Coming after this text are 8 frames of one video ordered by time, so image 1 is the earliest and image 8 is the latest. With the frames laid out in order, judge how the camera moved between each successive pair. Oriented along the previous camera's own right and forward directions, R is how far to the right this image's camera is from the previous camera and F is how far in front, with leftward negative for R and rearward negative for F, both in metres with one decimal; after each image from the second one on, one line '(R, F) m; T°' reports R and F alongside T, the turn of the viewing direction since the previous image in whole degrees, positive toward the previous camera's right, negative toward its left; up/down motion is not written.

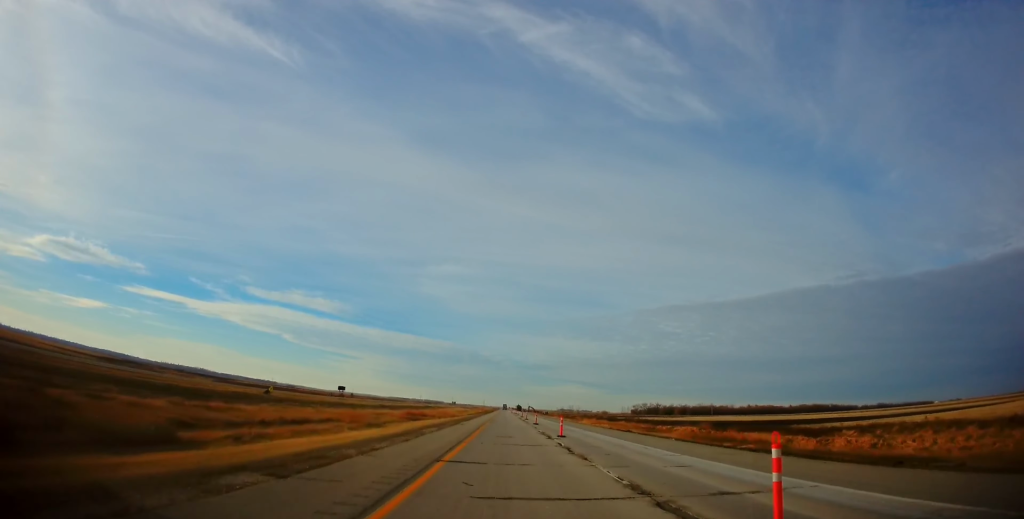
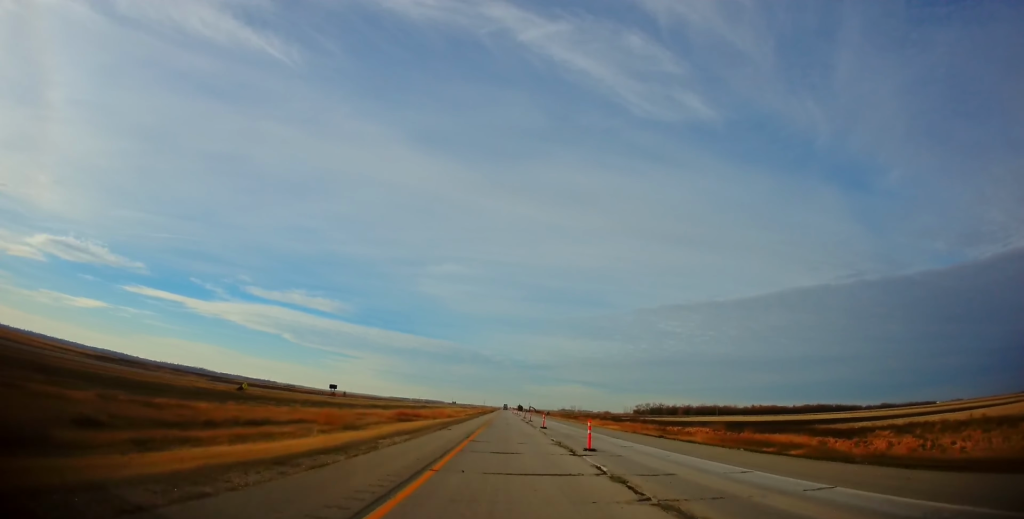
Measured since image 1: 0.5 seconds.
(0.0, +9.5) m; 0°
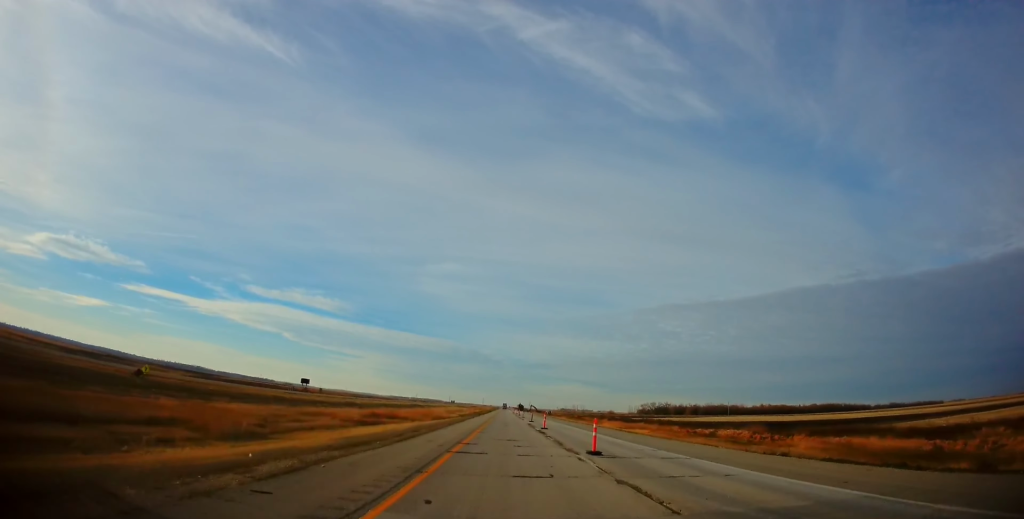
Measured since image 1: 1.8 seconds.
(+0.1, +24.1) m; 0°
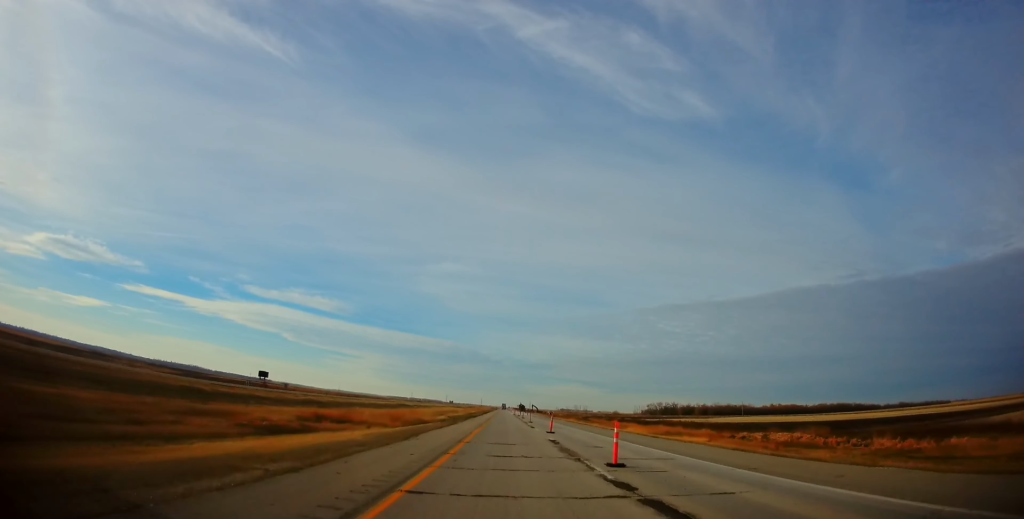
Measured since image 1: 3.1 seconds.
(0.0, +26.0) m; -1°
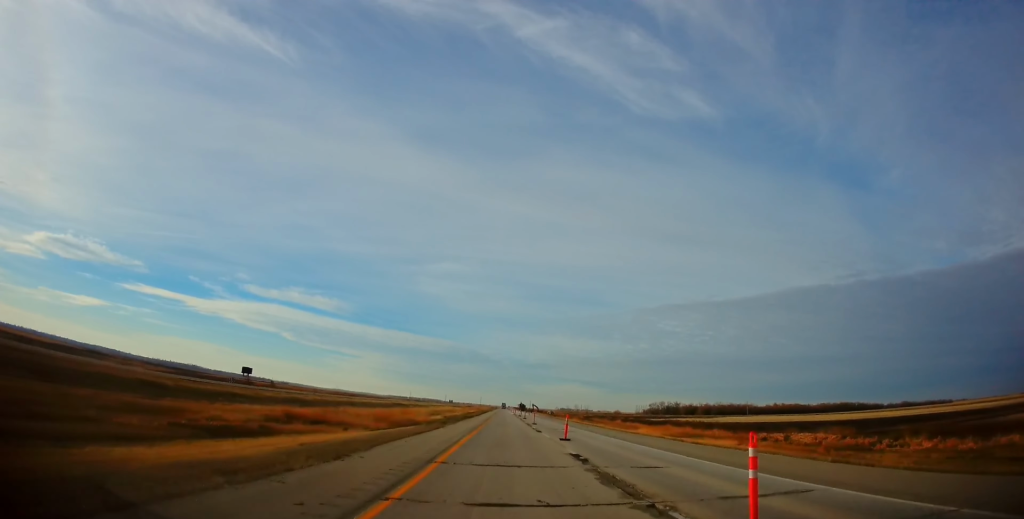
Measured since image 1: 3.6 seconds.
(-0.1, +8.1) m; 0°
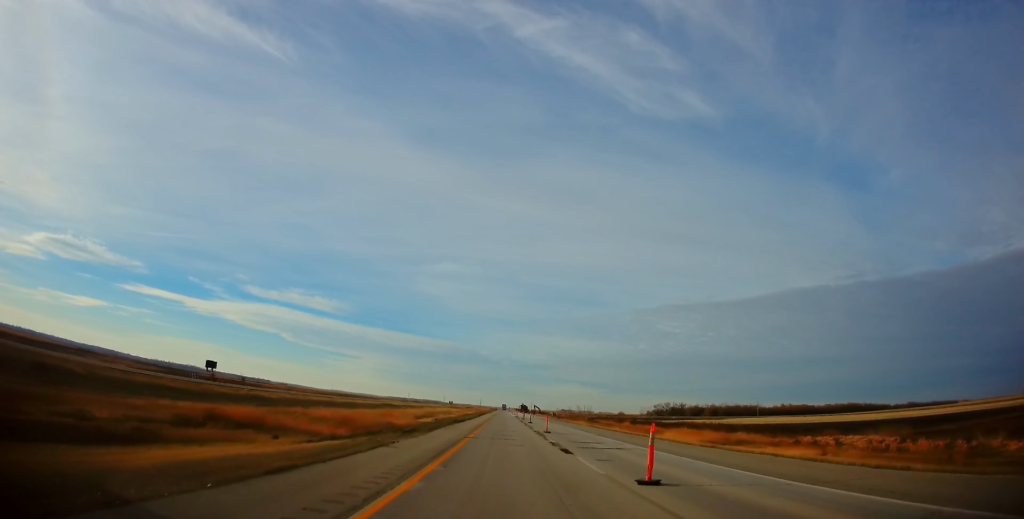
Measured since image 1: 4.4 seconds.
(-0.1, +15.0) m; 0°
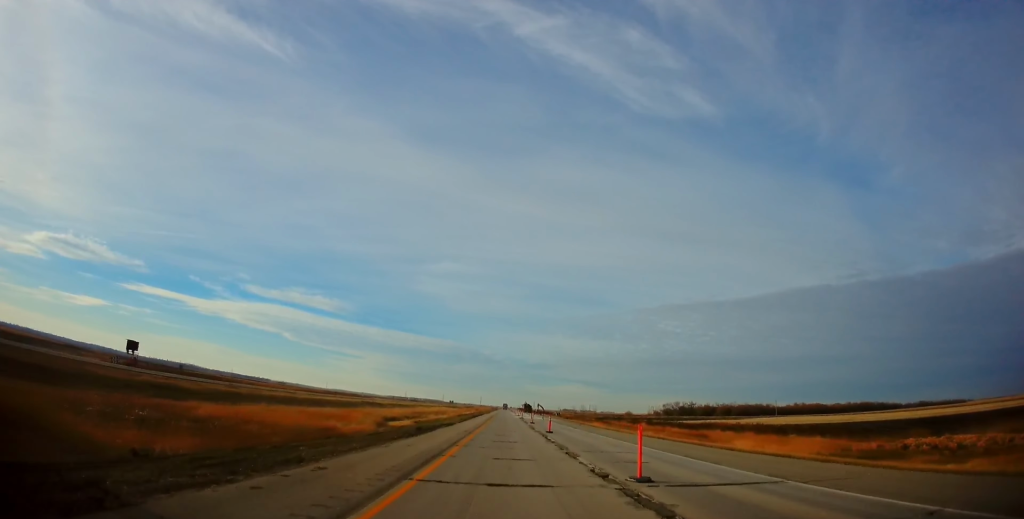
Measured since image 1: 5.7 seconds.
(+0.3, +24.7) m; +1°
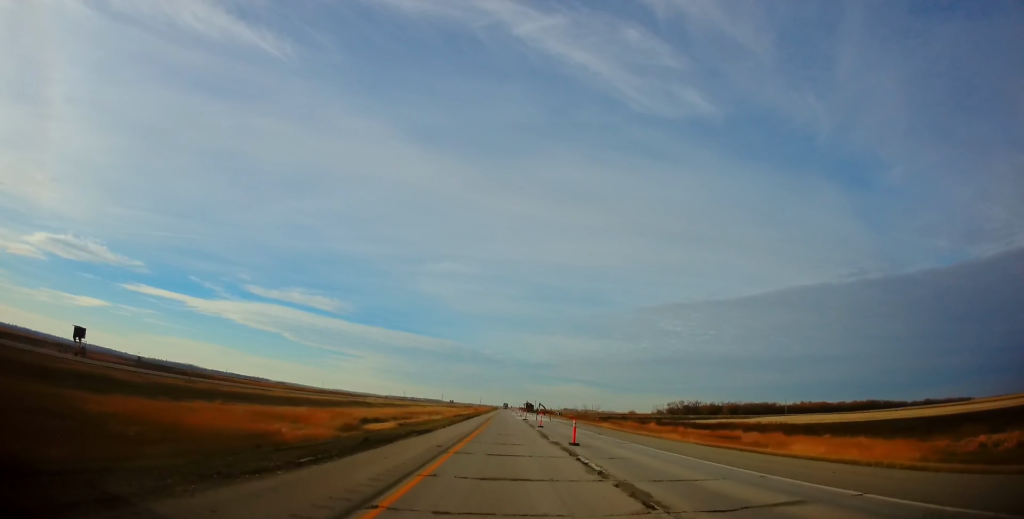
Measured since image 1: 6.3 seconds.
(+0.2, +12.0) m; 0°
